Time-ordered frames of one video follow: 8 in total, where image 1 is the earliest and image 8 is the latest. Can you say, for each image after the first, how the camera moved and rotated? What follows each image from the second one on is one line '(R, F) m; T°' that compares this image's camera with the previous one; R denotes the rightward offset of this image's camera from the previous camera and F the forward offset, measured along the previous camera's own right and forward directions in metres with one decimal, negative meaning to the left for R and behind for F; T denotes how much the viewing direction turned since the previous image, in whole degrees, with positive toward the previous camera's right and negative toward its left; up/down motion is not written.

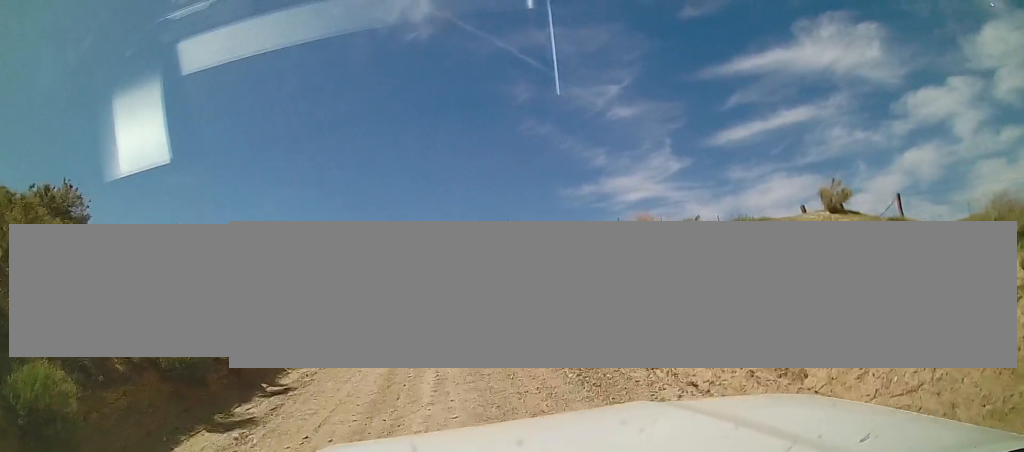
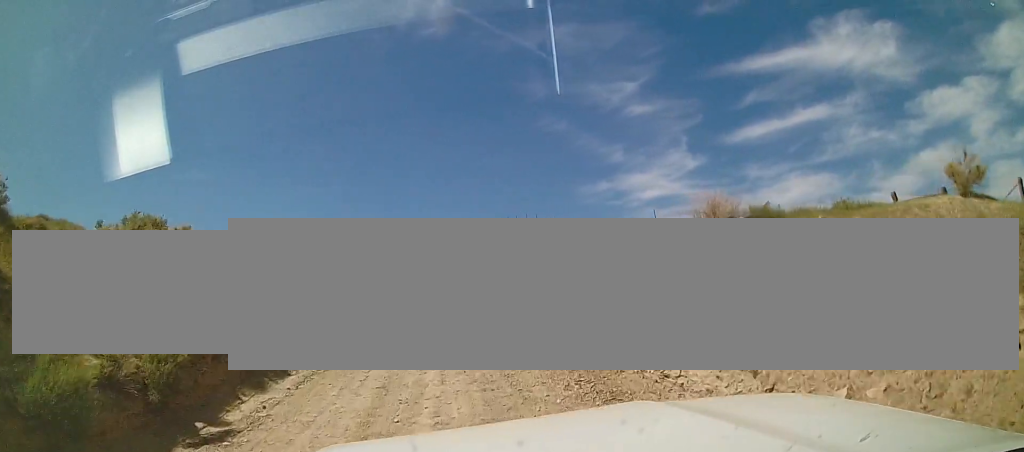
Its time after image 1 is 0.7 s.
(+0.1, +3.2) m; +1°
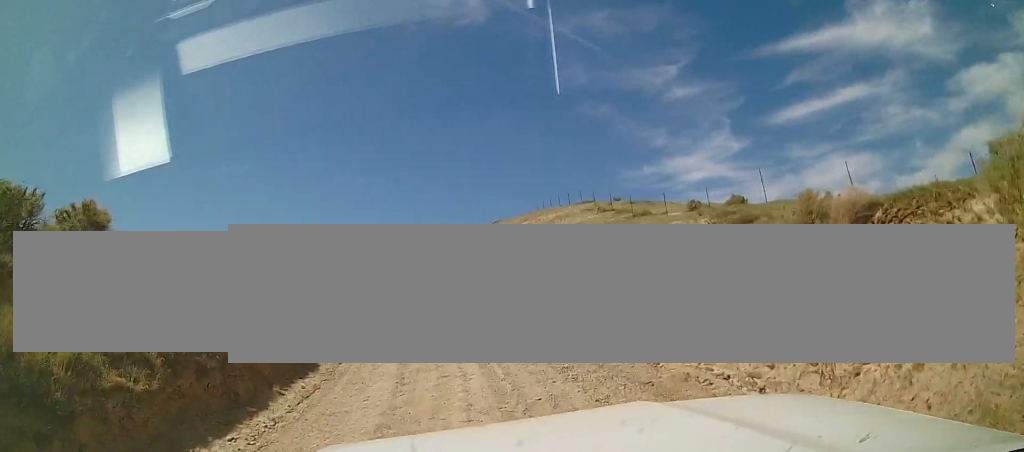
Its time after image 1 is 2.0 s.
(-0.1, +6.0) m; -7°
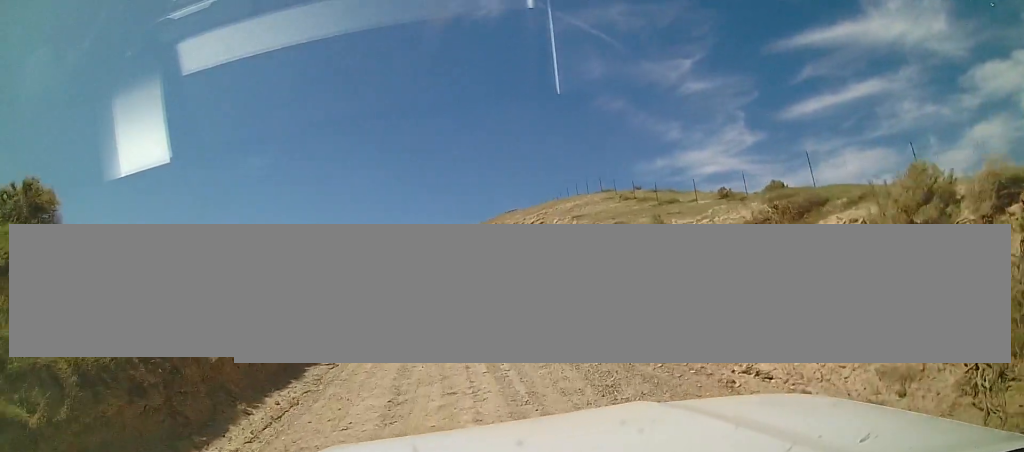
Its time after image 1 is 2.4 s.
(-0.1, +2.0) m; -3°
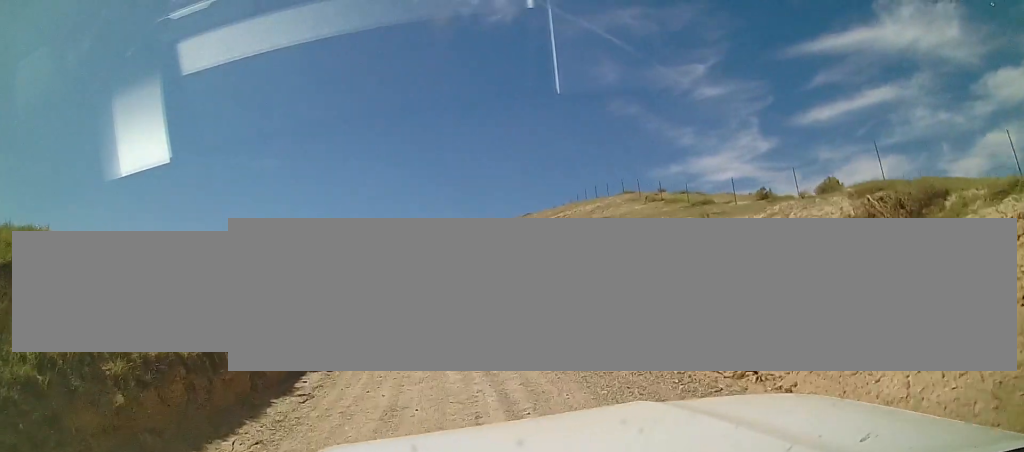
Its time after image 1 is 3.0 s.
(0.0, +2.6) m; 0°
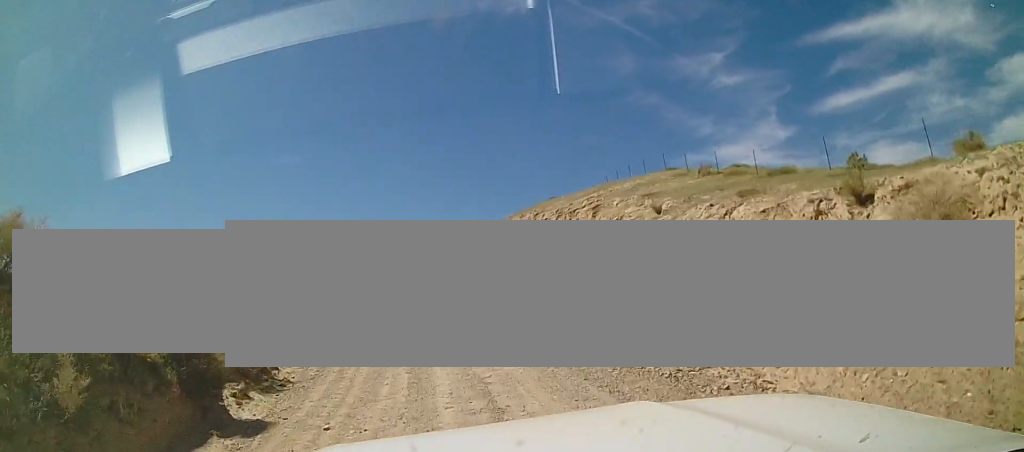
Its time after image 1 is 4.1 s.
(0.0, +5.5) m; -5°
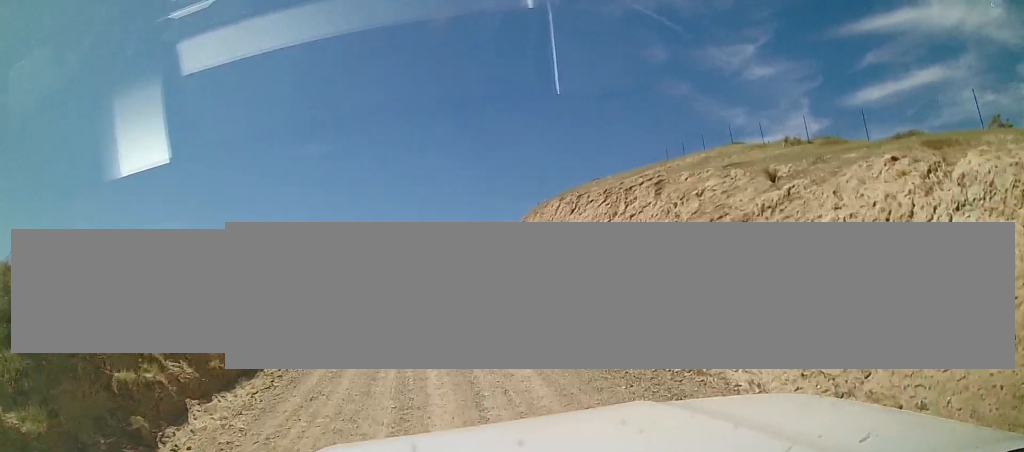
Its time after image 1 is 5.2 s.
(-0.5, +5.4) m; -6°
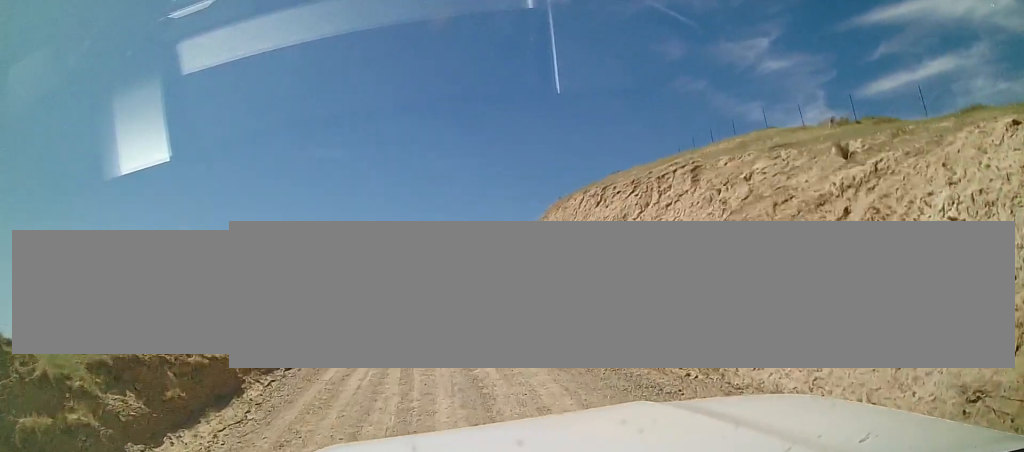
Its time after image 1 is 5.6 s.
(0.0, +2.1) m; -1°
